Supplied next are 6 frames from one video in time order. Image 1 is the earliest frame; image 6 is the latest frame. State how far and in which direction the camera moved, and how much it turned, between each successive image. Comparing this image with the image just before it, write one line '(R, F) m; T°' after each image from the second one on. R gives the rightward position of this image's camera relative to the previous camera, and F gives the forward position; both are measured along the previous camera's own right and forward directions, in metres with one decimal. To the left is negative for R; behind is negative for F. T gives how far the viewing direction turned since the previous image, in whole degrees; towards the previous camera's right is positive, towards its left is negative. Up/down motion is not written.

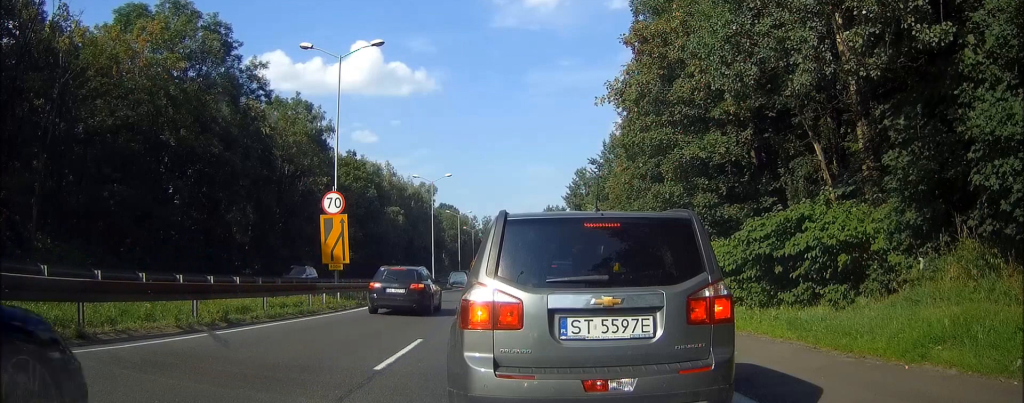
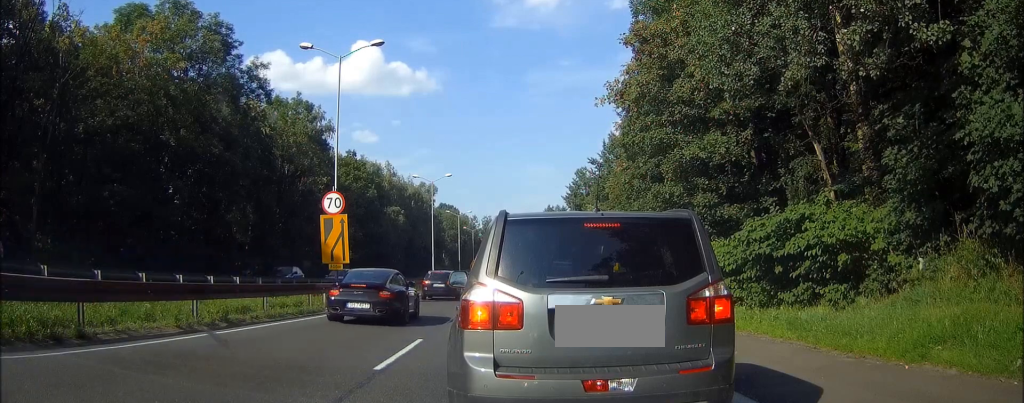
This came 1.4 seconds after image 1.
(0.0, 0.0) m; 0°
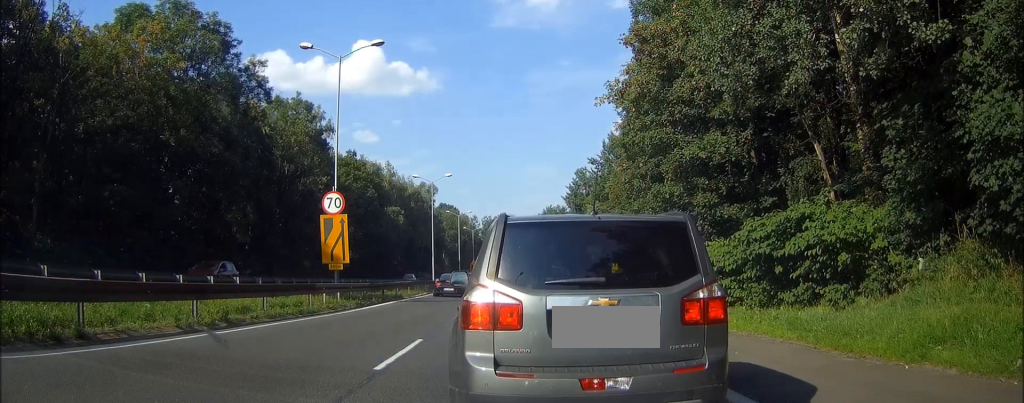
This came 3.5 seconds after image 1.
(0.0, 0.0) m; 0°
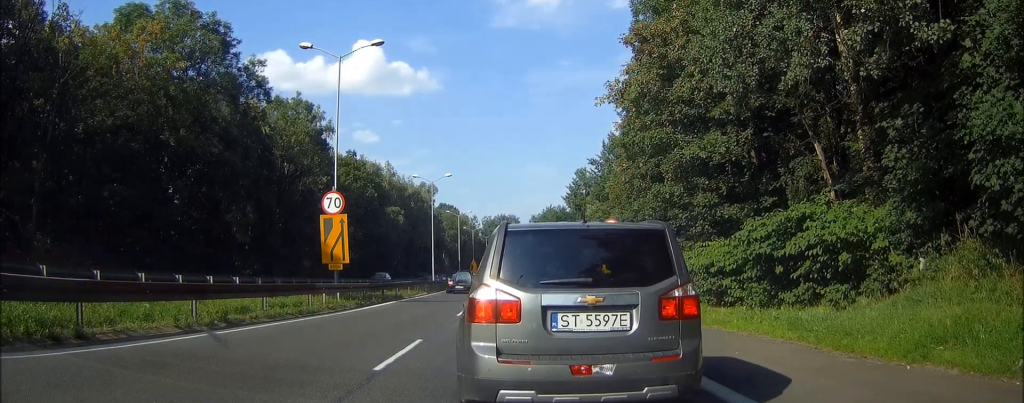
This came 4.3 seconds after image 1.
(0.0, 0.0) m; 0°
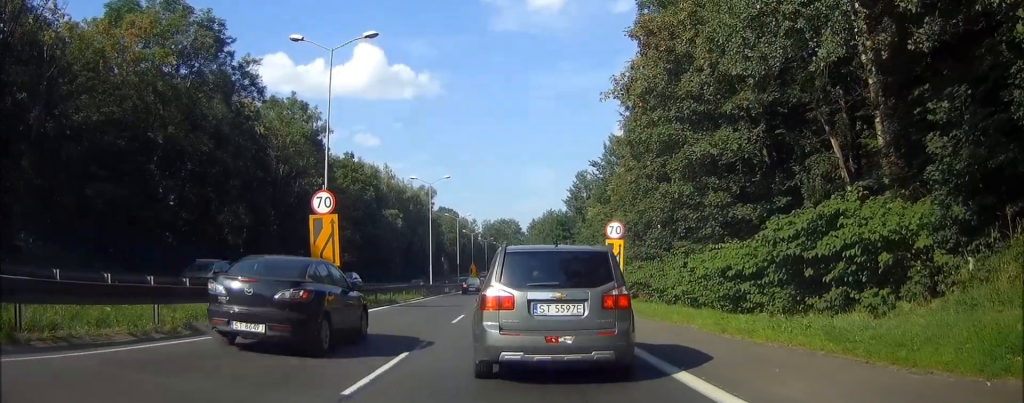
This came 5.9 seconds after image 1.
(+0.2, +1.6) m; +6°
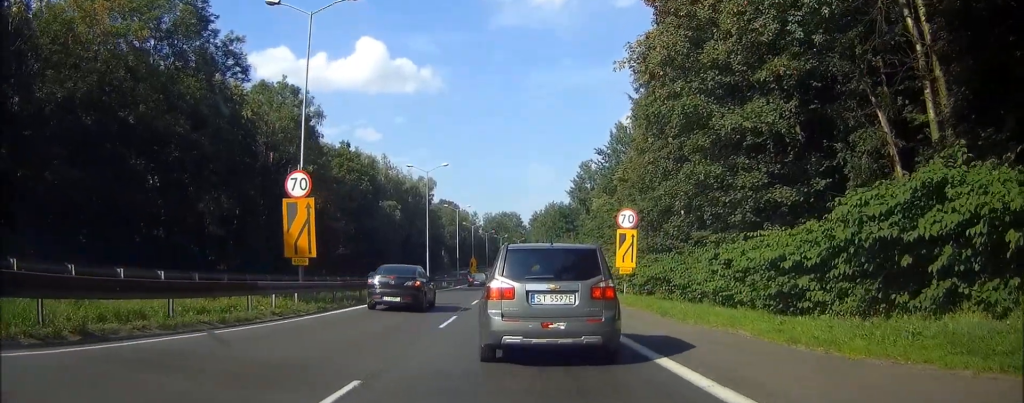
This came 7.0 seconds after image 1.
(+0.1, +3.9) m; +2°
